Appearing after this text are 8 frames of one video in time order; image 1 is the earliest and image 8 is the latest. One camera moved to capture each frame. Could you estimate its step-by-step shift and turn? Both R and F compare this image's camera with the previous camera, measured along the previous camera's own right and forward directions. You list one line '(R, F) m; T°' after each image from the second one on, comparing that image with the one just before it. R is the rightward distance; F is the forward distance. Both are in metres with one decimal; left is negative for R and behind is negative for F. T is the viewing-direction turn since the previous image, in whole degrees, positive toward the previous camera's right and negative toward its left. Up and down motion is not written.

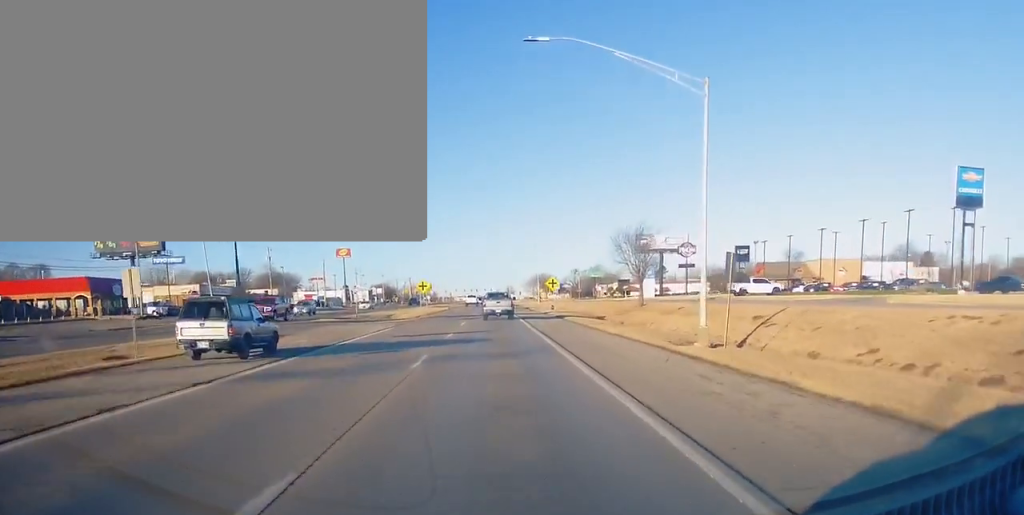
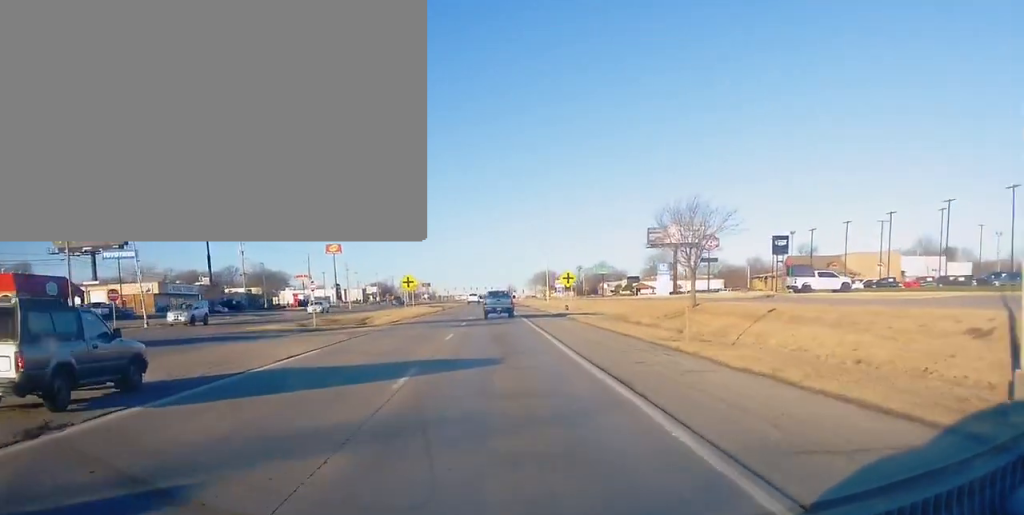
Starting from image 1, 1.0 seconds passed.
(-0.1, +16.9) m; -1°
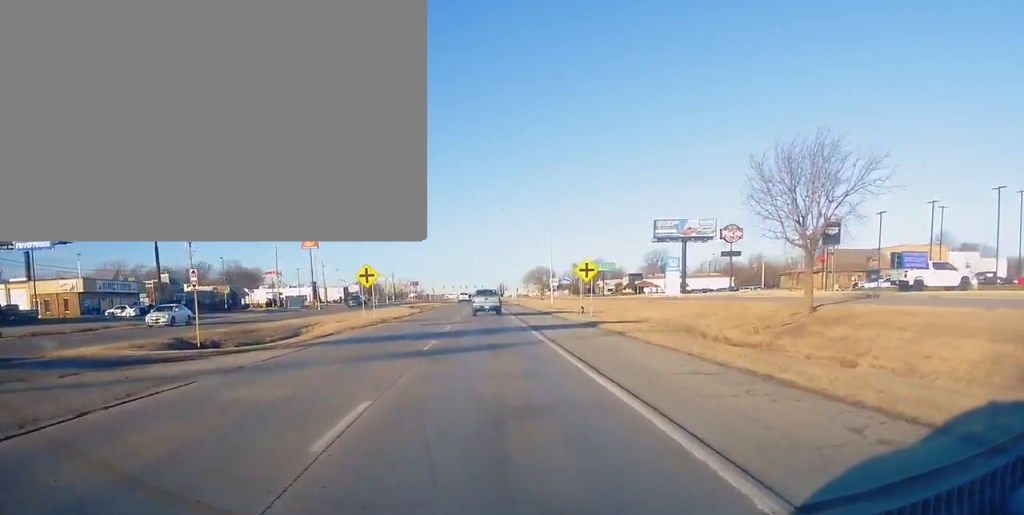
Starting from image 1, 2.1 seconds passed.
(-0.3, +20.1) m; +1°
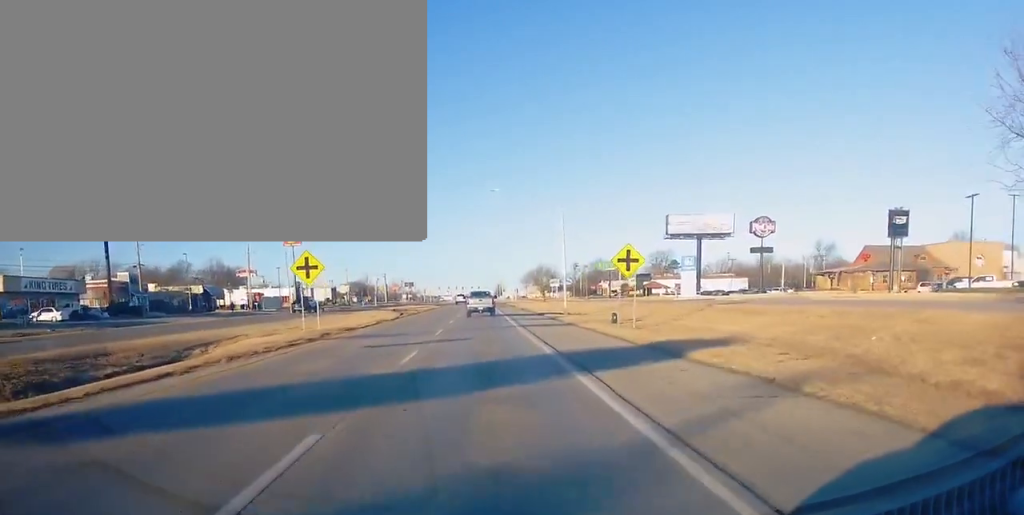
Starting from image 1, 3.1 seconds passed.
(+0.4, +17.0) m; +1°
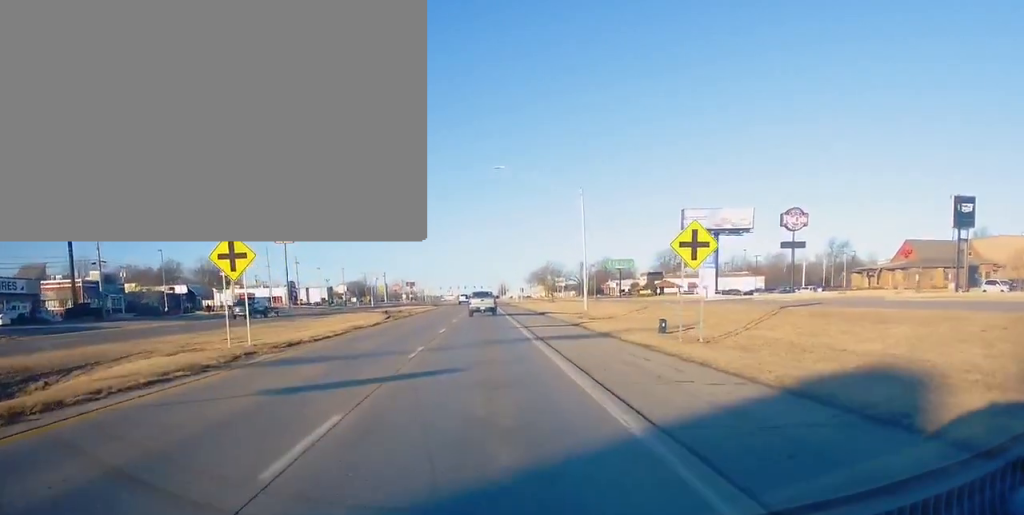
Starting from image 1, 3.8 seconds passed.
(0.0, +11.4) m; 0°
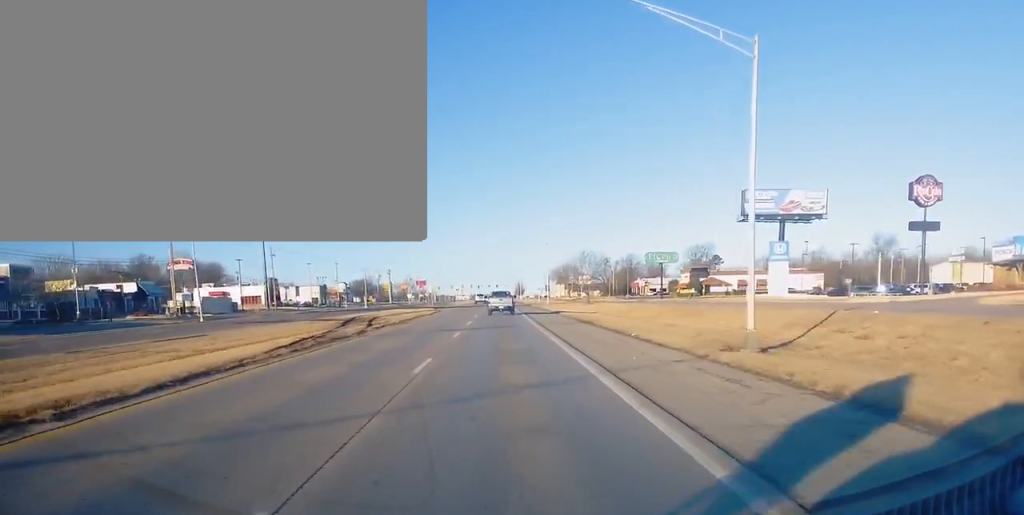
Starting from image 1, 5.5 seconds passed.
(0.0, +31.7) m; -1°
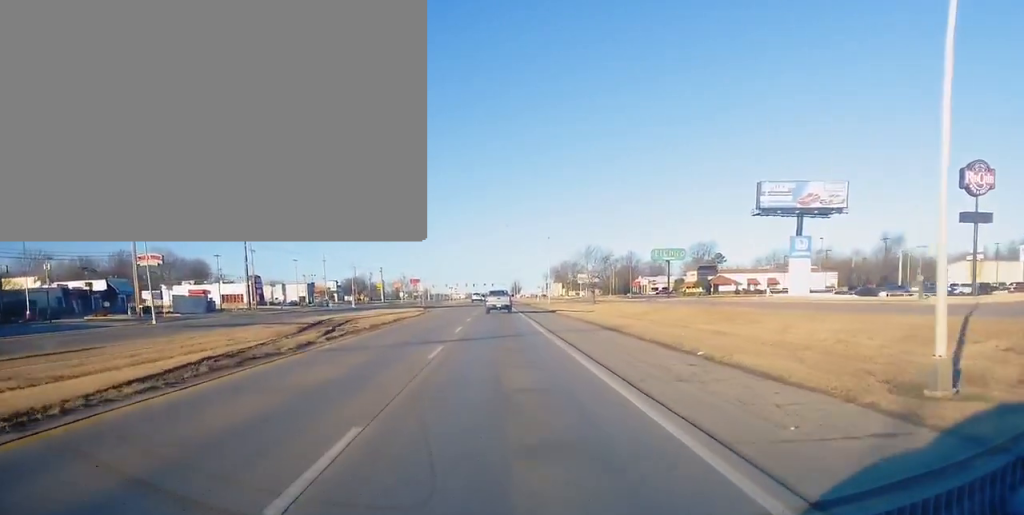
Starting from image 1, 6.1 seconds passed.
(-0.1, +10.2) m; -1°
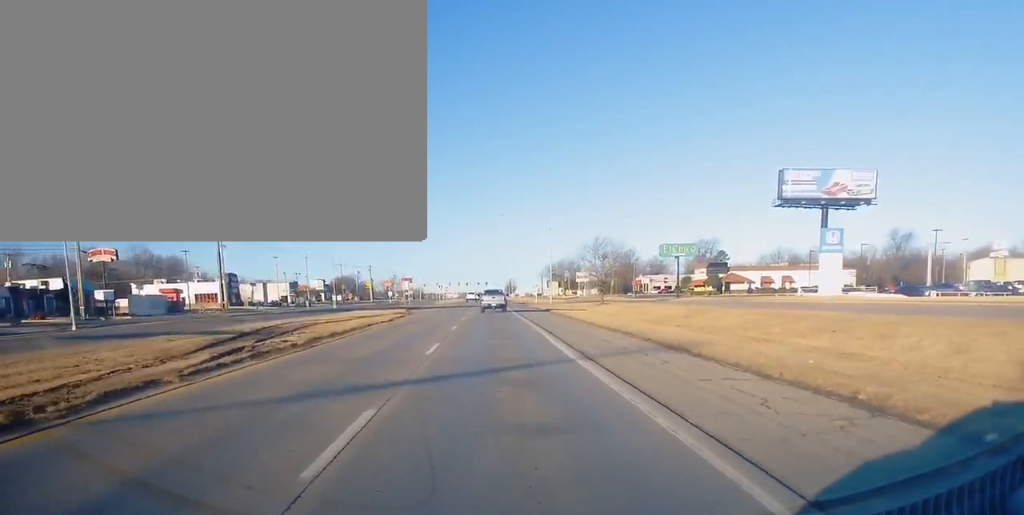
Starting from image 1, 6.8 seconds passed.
(-0.4, +12.6) m; 0°
